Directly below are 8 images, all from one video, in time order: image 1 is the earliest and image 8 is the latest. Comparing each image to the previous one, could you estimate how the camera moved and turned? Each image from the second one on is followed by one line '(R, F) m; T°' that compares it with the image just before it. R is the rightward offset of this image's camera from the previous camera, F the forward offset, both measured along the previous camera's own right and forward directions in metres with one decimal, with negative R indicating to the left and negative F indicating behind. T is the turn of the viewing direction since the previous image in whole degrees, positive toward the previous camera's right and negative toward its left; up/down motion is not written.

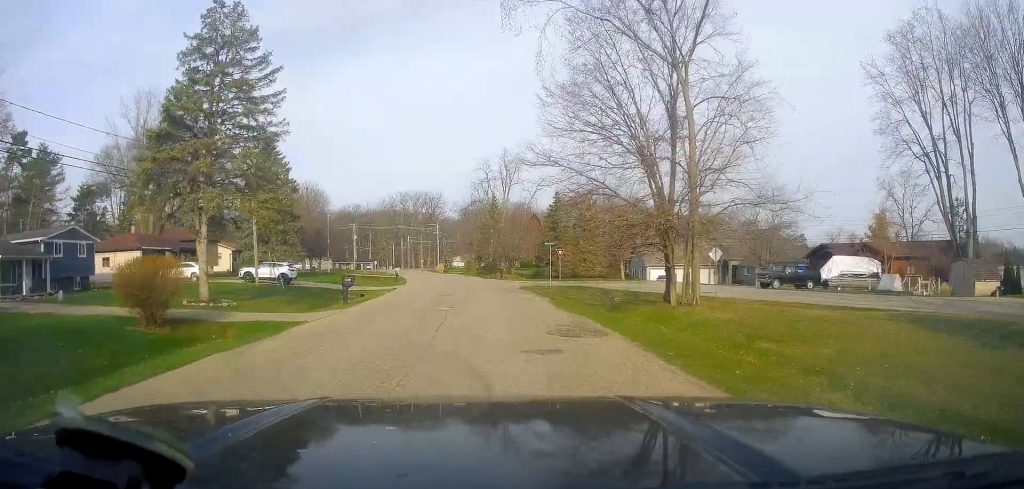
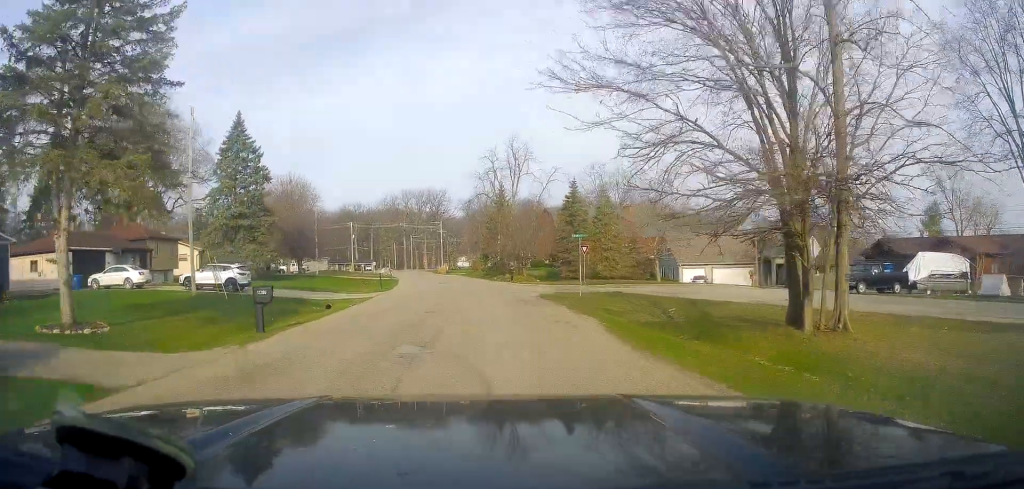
(+0.2, +10.6) m; -2°
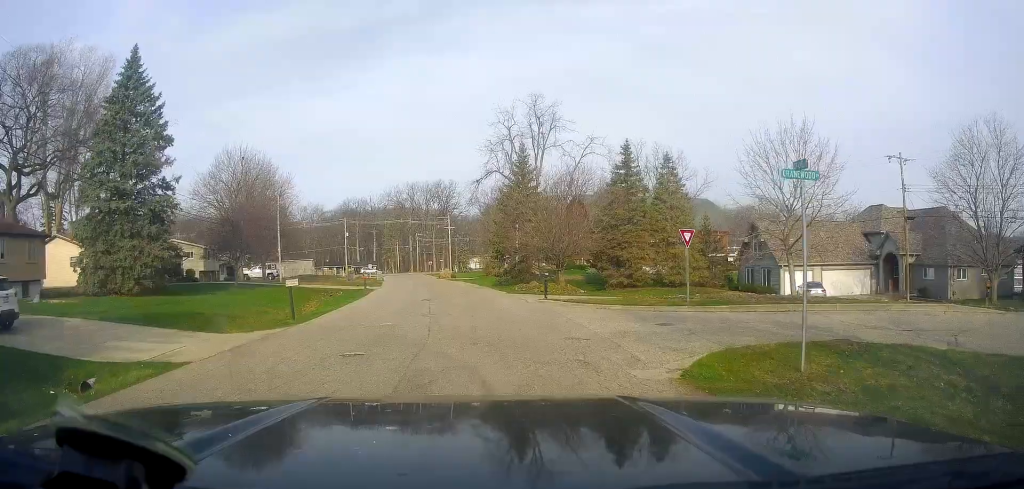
(+0.2, +21.2) m; 0°
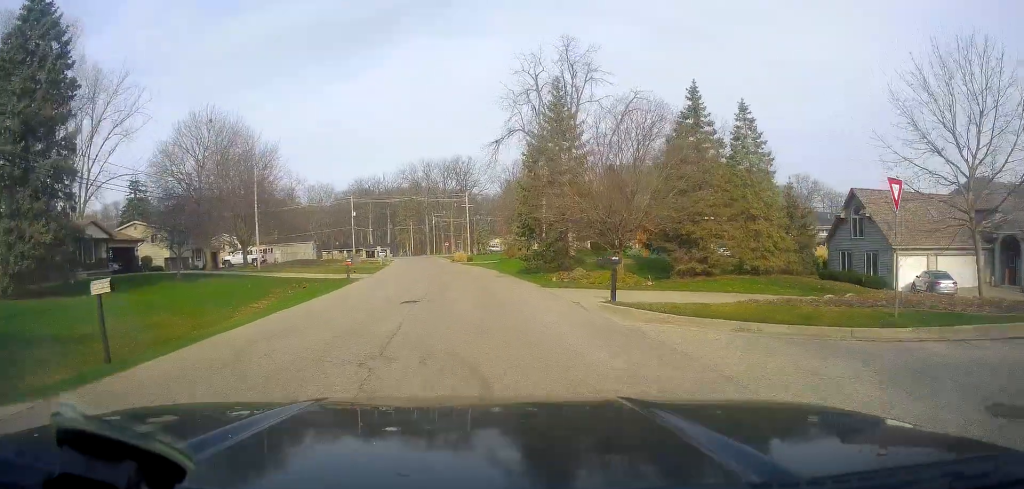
(-1.3, +12.3) m; -6°
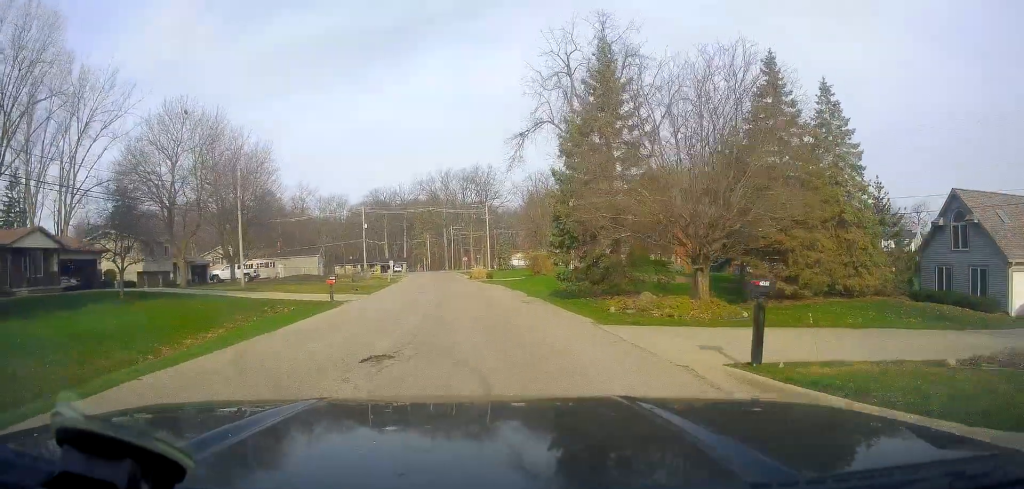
(-0.1, +8.5) m; +3°
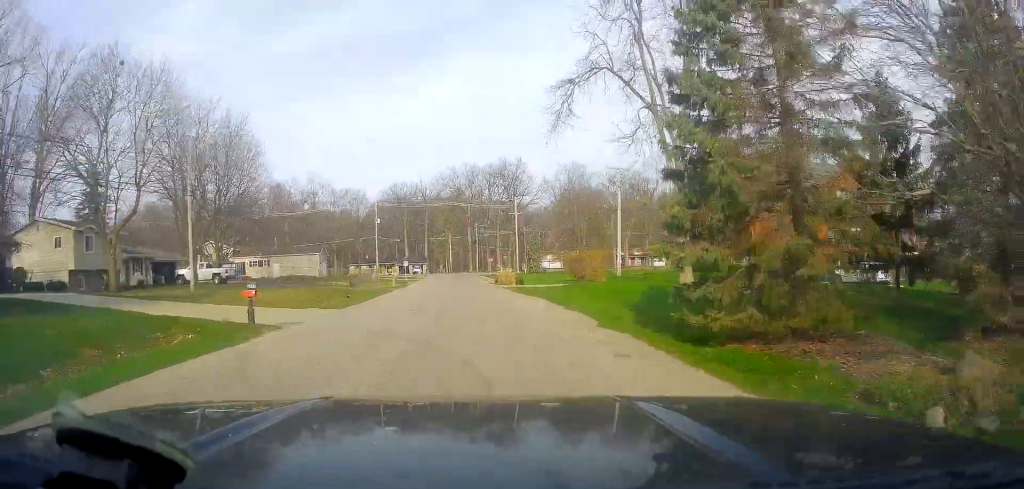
(+0.1, +12.7) m; -4°
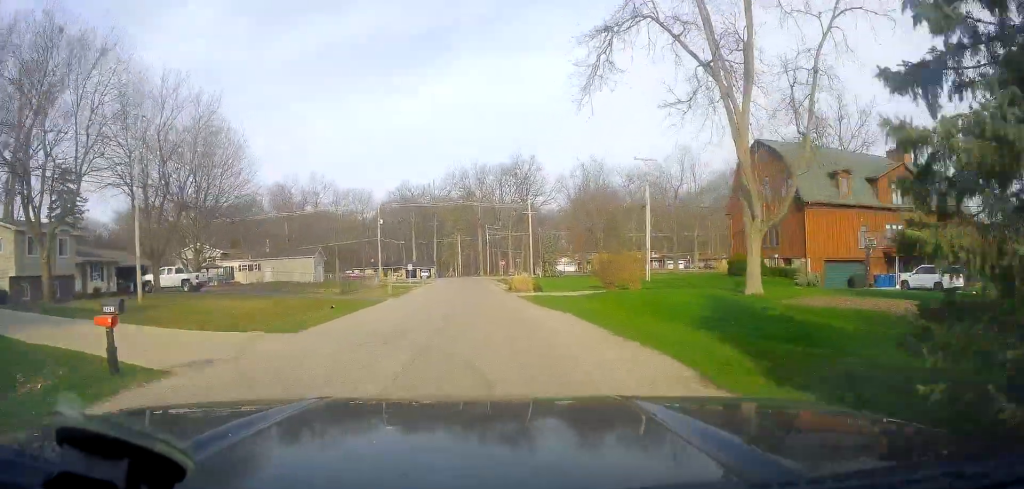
(-0.7, +7.3) m; -2°
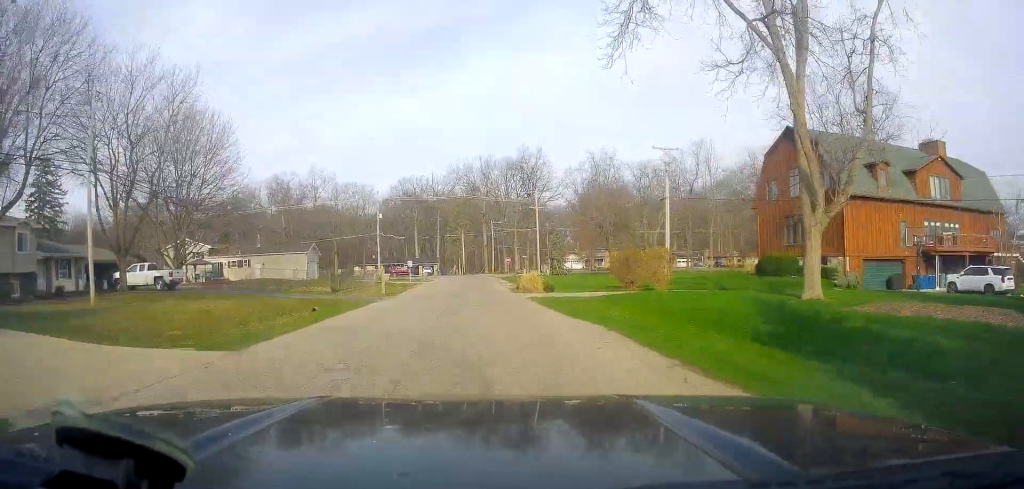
(+0.2, +4.7) m; 0°
